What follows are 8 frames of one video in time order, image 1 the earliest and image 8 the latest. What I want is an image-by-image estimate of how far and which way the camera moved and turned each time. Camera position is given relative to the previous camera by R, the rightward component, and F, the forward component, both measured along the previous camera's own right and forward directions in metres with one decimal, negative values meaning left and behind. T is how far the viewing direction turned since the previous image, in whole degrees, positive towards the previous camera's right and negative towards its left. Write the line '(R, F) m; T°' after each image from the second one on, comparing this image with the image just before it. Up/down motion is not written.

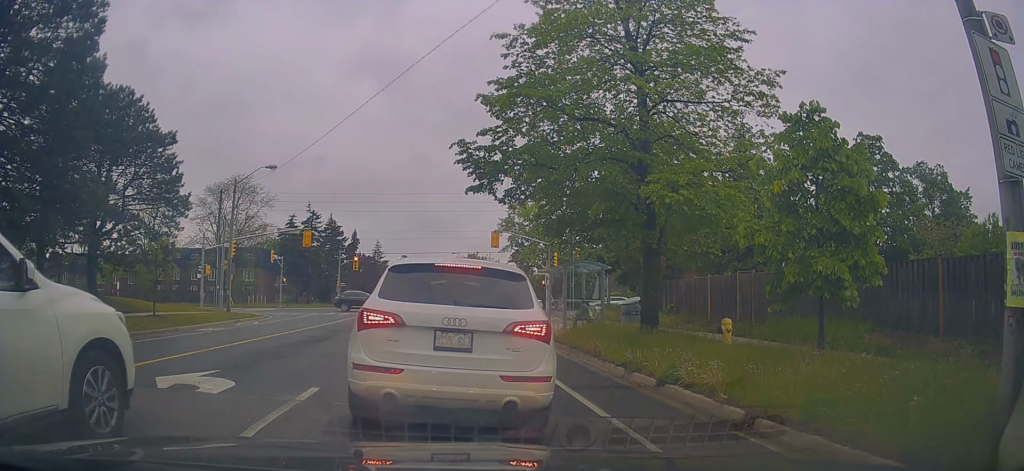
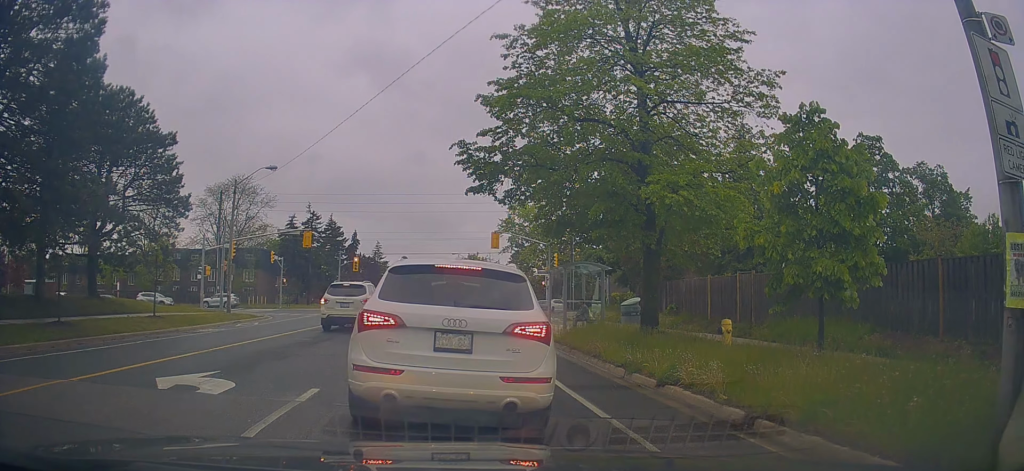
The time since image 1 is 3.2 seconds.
(0.0, +0.2) m; 0°
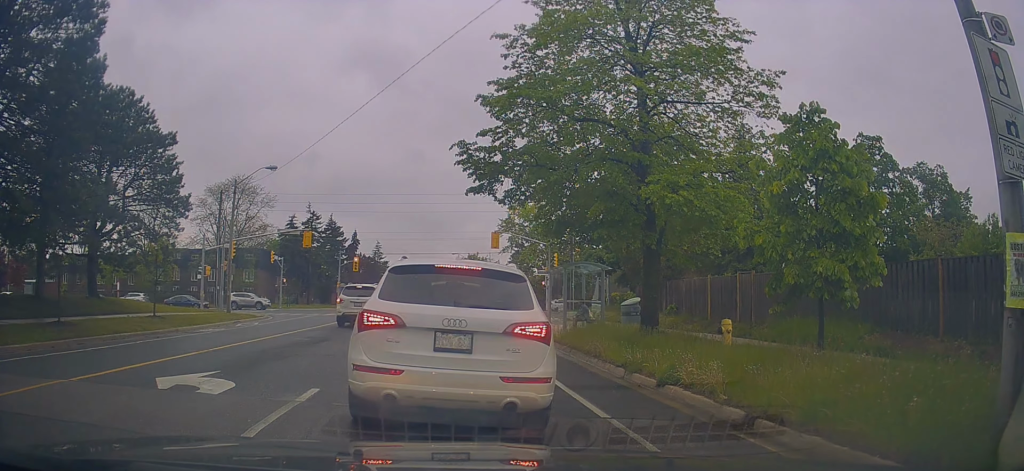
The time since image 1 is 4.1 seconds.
(0.0, 0.0) m; 0°
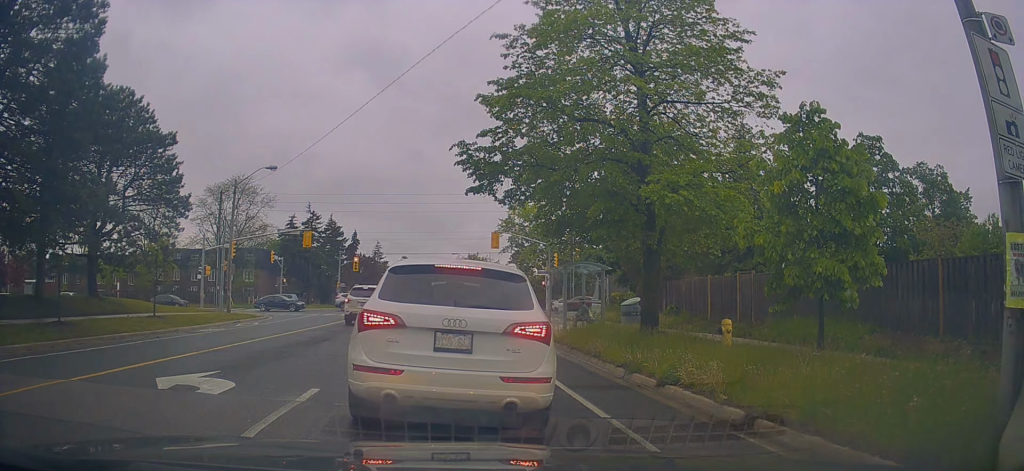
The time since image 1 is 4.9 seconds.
(0.0, 0.0) m; 0°
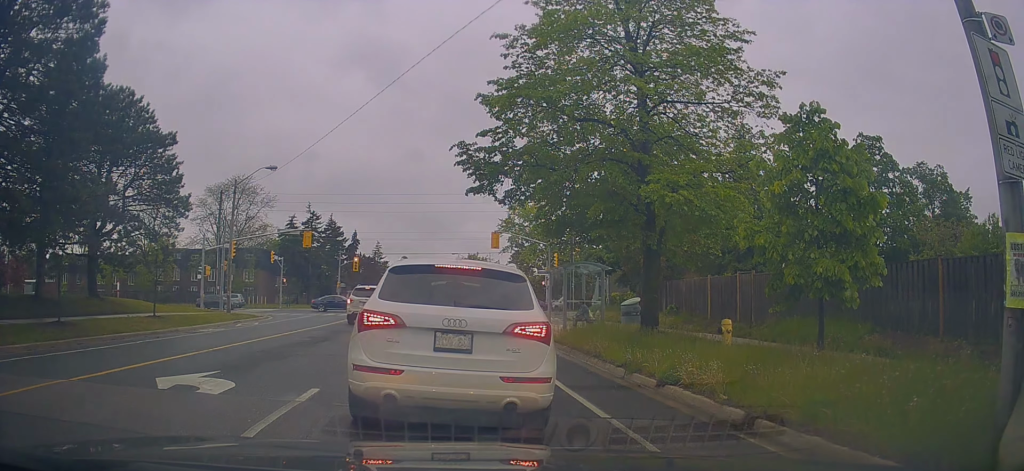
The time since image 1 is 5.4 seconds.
(0.0, 0.0) m; 0°
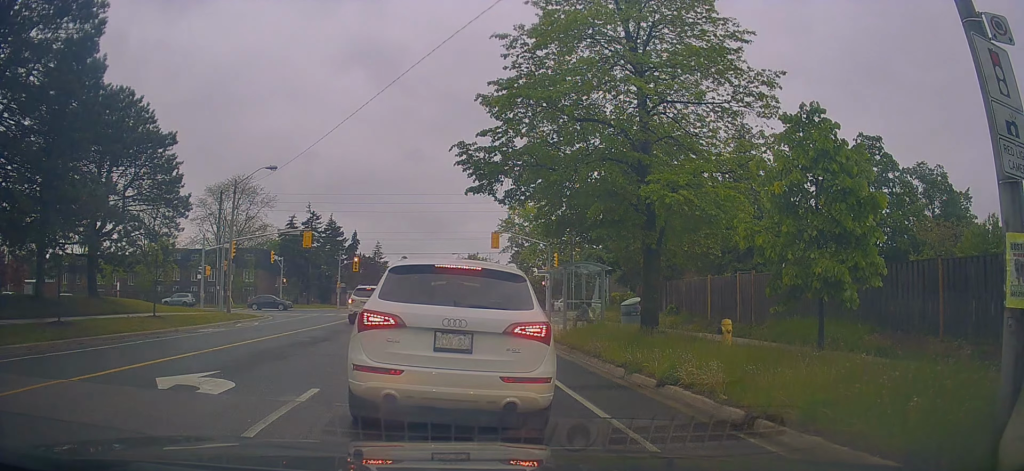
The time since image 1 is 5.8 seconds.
(0.0, 0.0) m; 0°
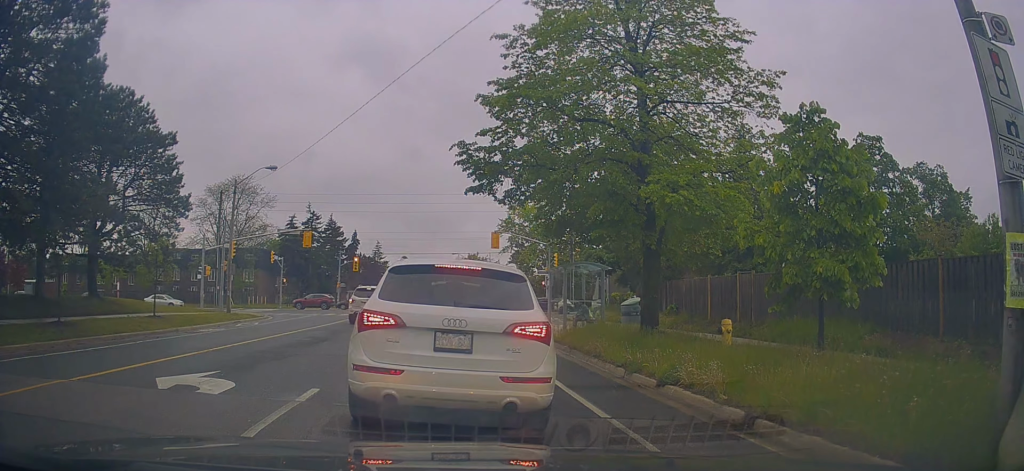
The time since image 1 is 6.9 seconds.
(0.0, 0.0) m; 0°
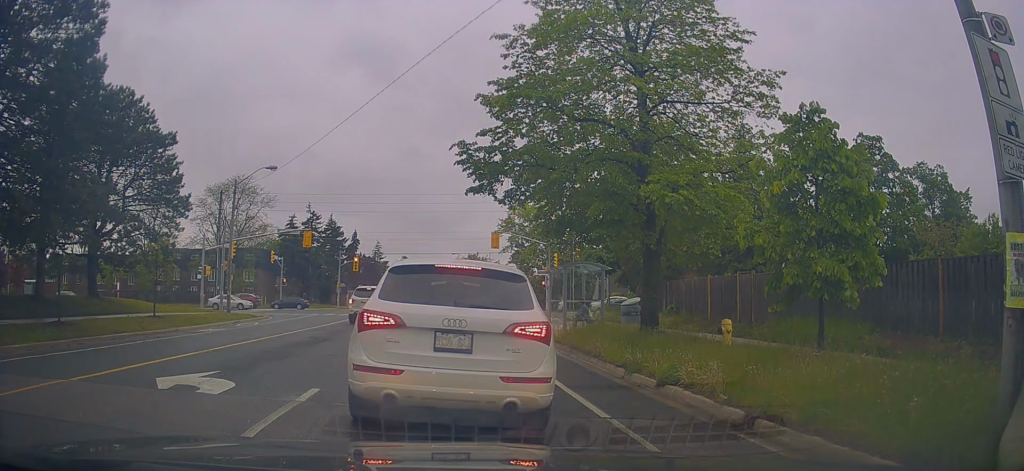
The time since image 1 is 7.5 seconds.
(0.0, 0.0) m; 0°
